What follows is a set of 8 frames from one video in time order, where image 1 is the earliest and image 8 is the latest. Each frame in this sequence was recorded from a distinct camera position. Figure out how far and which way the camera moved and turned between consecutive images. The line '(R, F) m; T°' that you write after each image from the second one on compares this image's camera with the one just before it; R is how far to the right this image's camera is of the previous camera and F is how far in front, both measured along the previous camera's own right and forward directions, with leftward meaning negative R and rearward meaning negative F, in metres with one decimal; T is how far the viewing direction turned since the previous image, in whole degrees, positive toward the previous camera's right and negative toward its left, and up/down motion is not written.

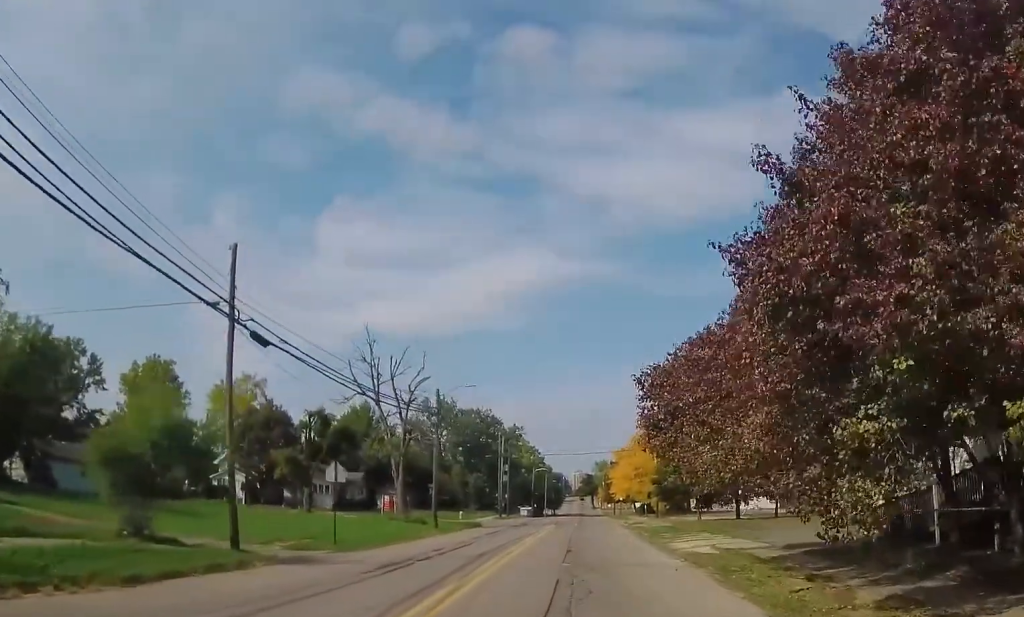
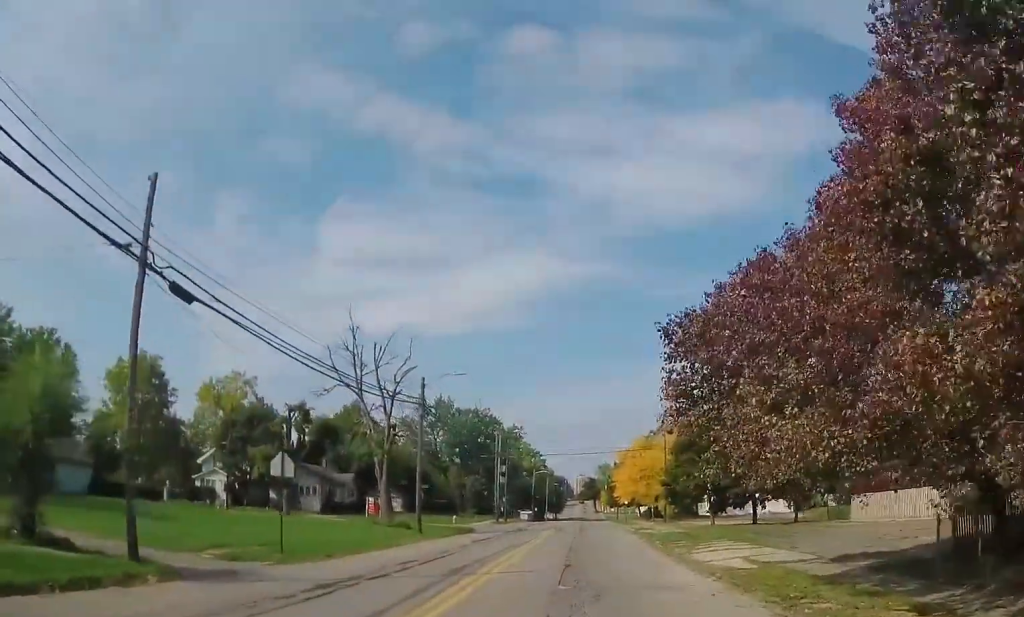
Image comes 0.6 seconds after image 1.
(-0.1, +4.8) m; 0°
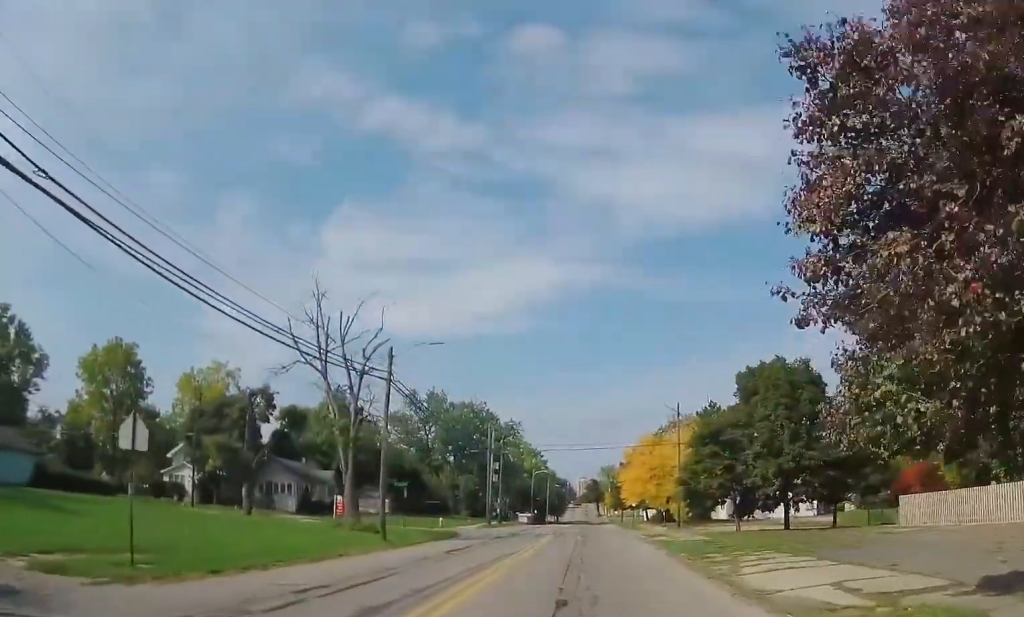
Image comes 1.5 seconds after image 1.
(-0.2, +7.6) m; 0°
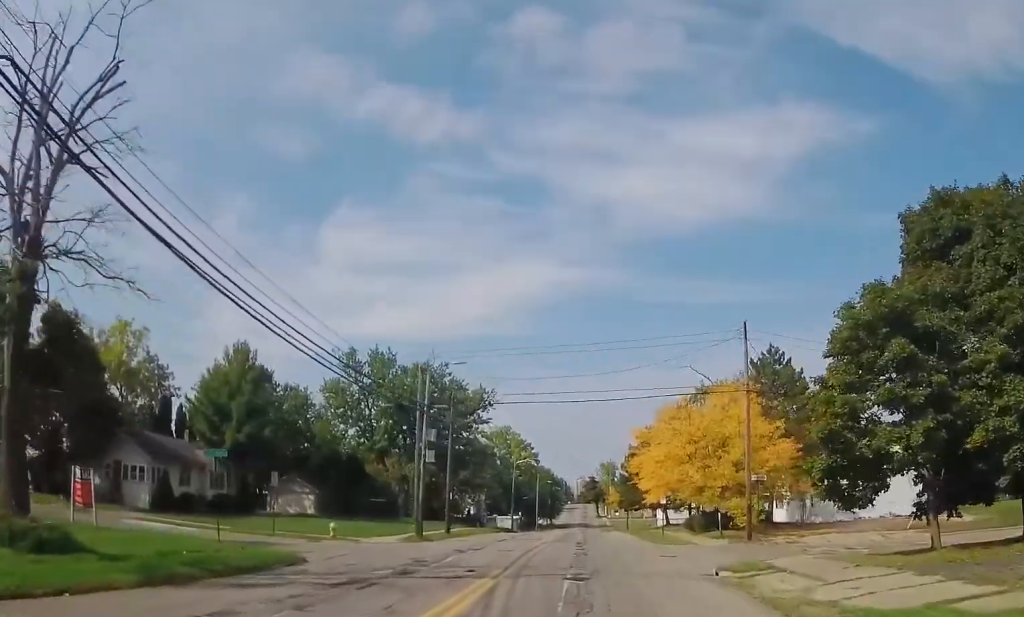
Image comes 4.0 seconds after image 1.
(-0.7, +26.3) m; -3°
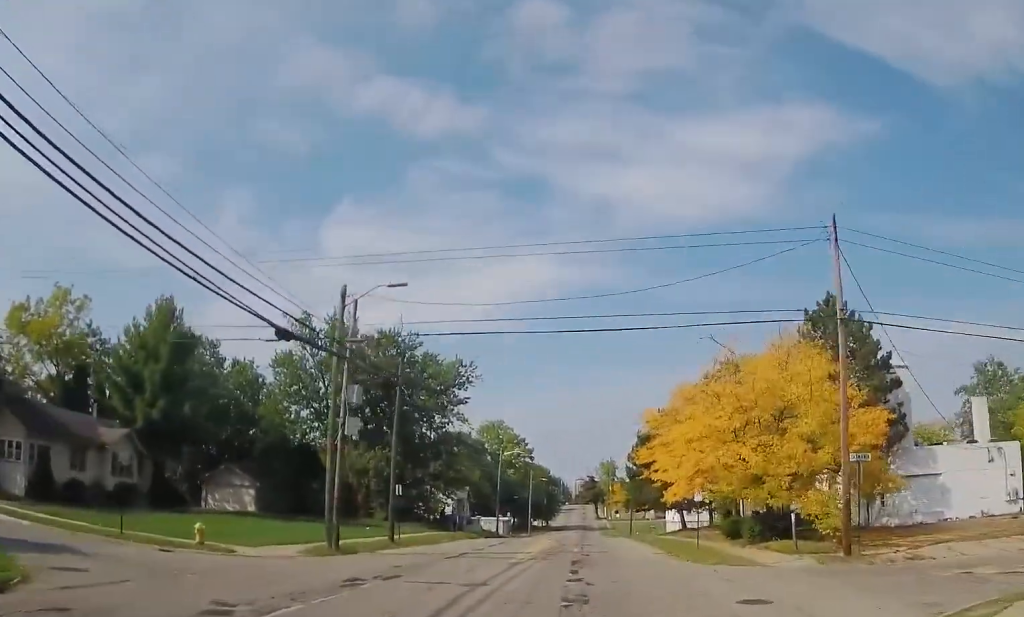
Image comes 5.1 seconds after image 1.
(0.0, +13.2) m; -2°
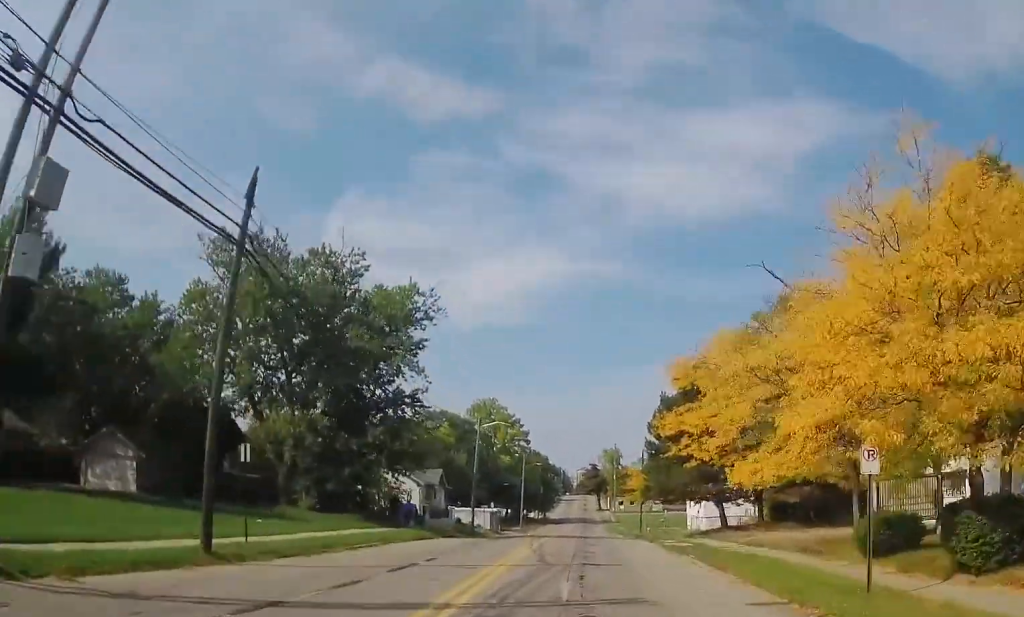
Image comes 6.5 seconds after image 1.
(-0.4, +17.0) m; 0°
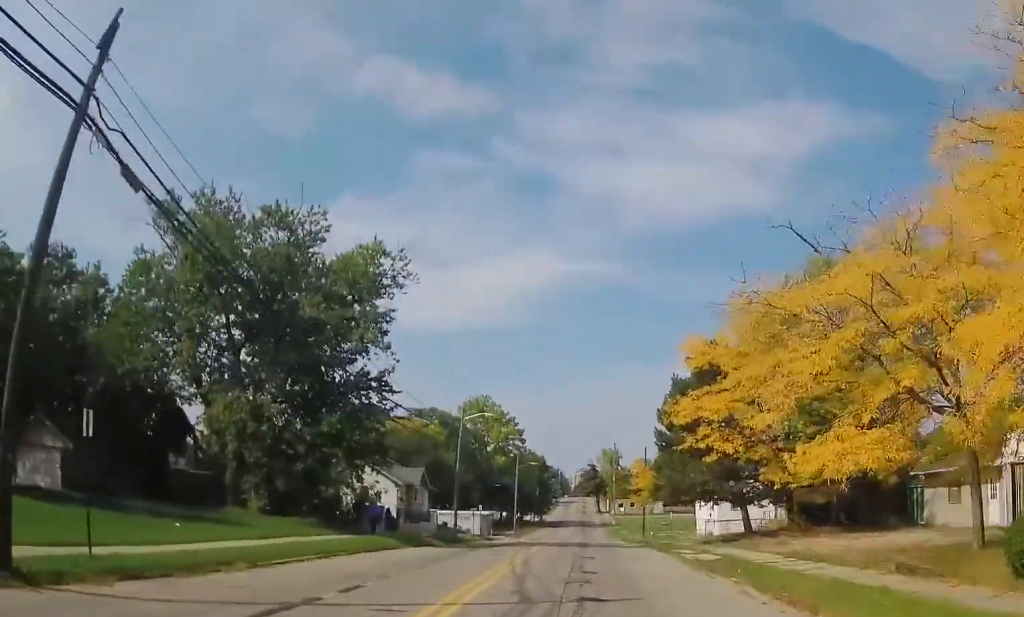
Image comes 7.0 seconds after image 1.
(+0.2, +6.9) m; +1°
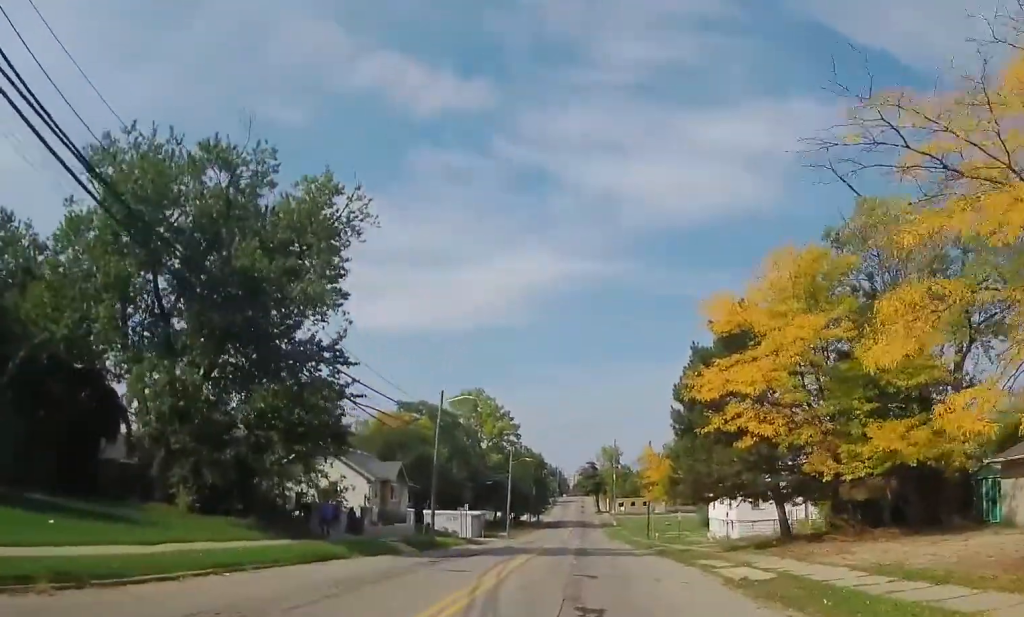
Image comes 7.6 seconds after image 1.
(+0.1, +7.2) m; +1°
